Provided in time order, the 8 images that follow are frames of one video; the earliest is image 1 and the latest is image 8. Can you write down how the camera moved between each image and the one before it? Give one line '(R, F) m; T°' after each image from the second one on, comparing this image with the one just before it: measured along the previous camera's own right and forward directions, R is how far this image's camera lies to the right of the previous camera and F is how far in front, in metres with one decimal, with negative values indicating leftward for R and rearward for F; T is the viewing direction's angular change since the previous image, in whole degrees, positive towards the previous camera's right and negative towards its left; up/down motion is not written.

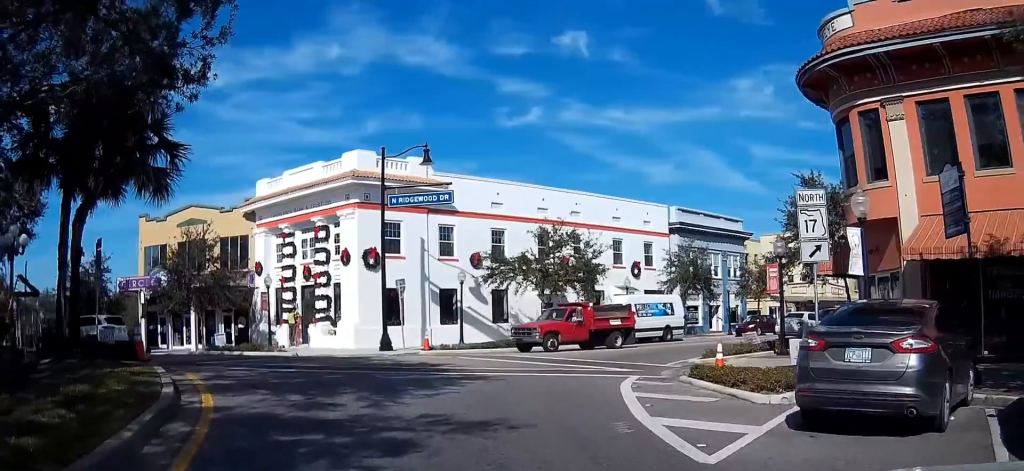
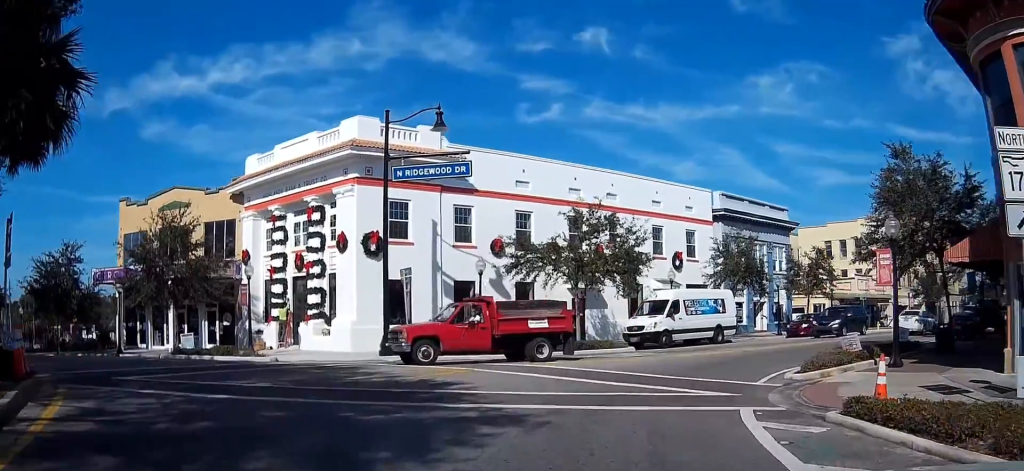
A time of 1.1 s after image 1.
(-0.4, +4.5) m; -5°
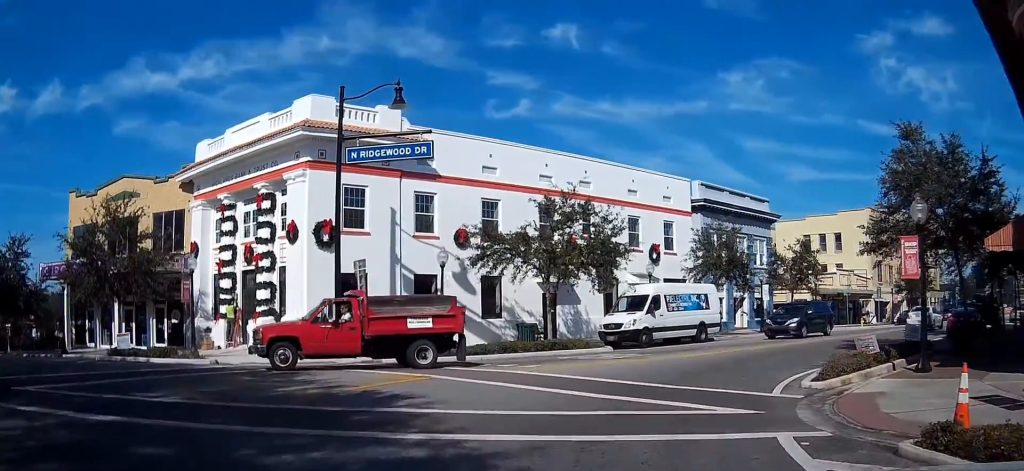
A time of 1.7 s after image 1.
(-0.1, +2.0) m; +1°
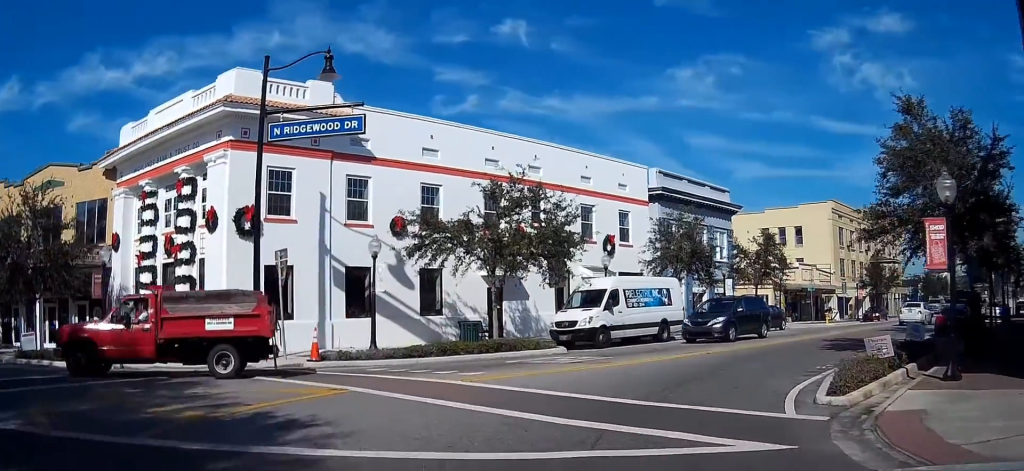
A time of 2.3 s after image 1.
(+0.2, +2.2) m; +7°
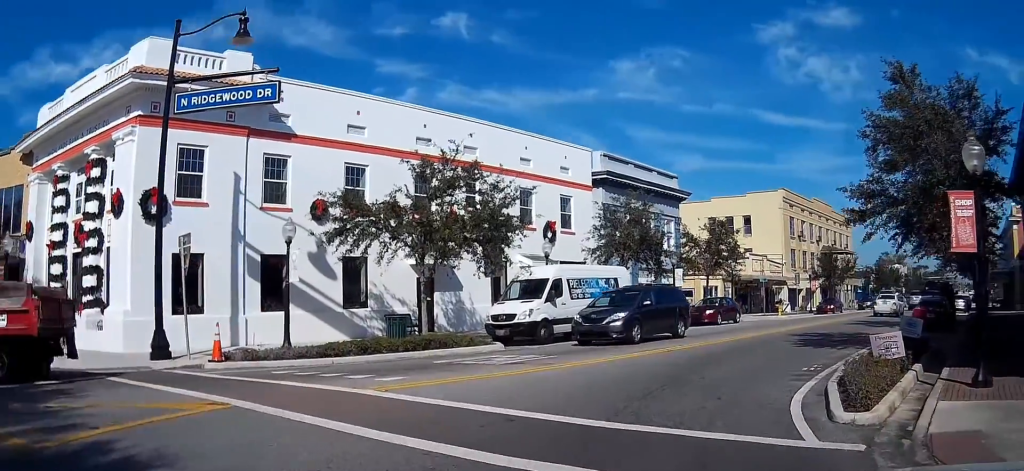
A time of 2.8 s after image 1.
(+0.1, +2.0) m; +8°
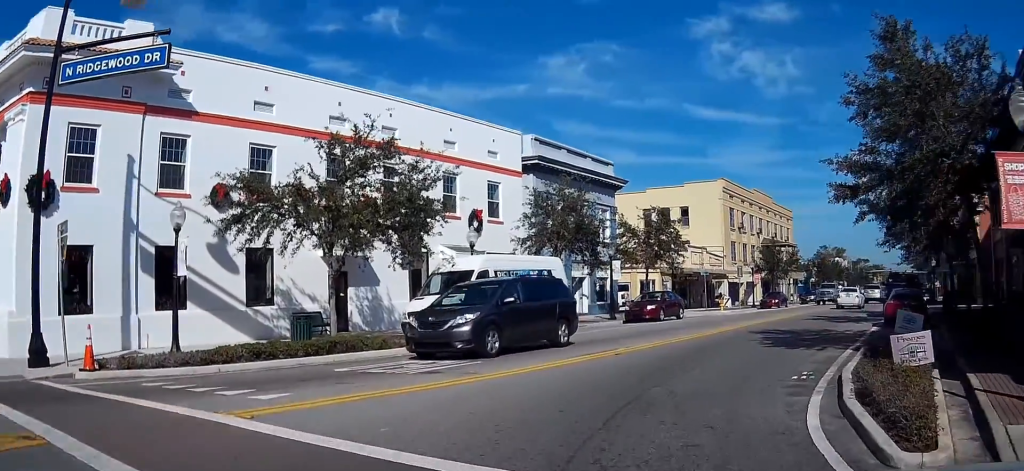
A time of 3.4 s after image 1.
(+0.1, +2.2) m; +11°
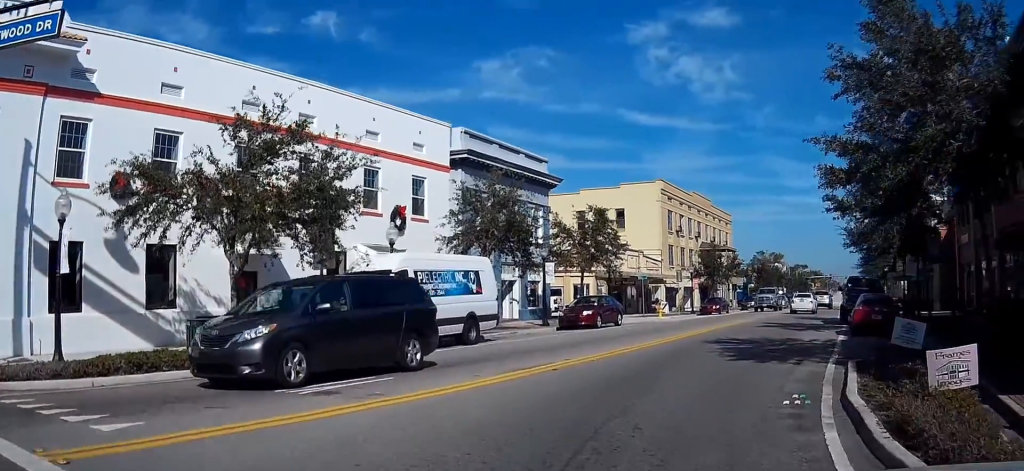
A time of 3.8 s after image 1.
(+0.2, +1.9) m; +9°
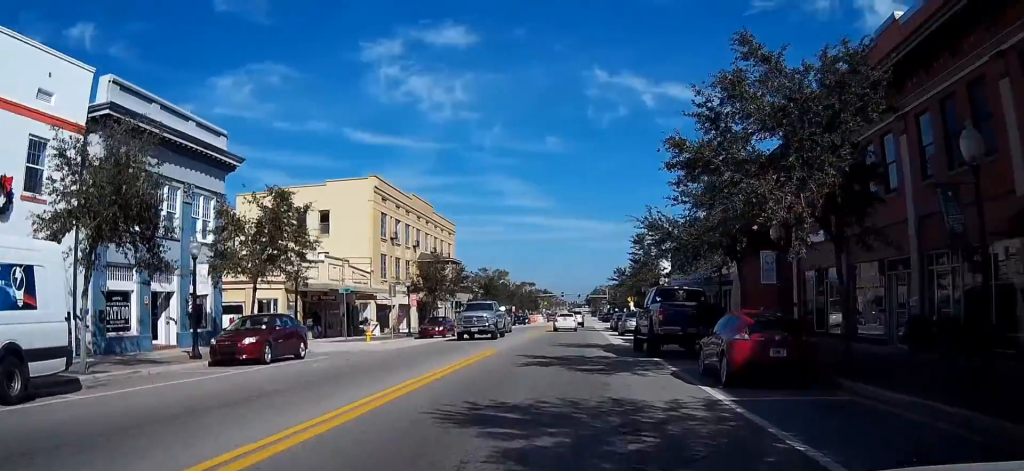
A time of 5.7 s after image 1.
(+2.8, +9.2) m; +25°
